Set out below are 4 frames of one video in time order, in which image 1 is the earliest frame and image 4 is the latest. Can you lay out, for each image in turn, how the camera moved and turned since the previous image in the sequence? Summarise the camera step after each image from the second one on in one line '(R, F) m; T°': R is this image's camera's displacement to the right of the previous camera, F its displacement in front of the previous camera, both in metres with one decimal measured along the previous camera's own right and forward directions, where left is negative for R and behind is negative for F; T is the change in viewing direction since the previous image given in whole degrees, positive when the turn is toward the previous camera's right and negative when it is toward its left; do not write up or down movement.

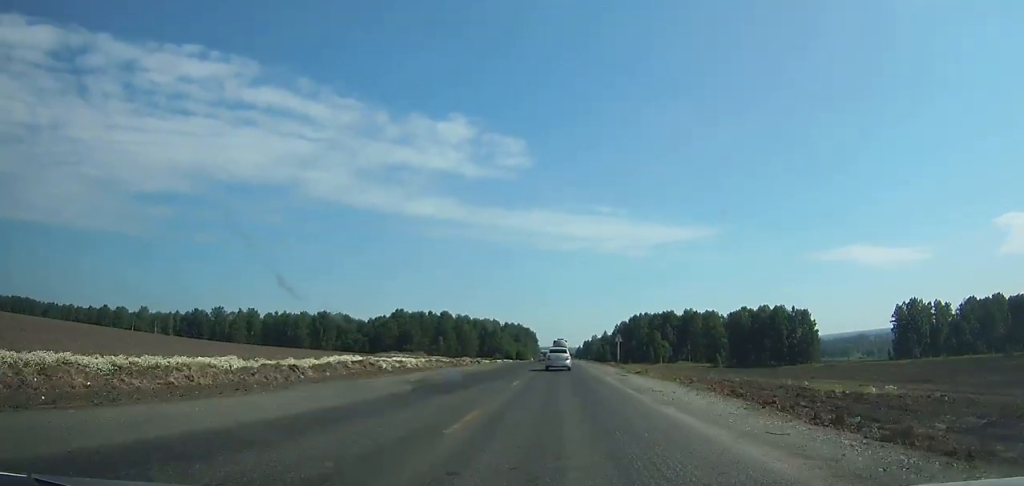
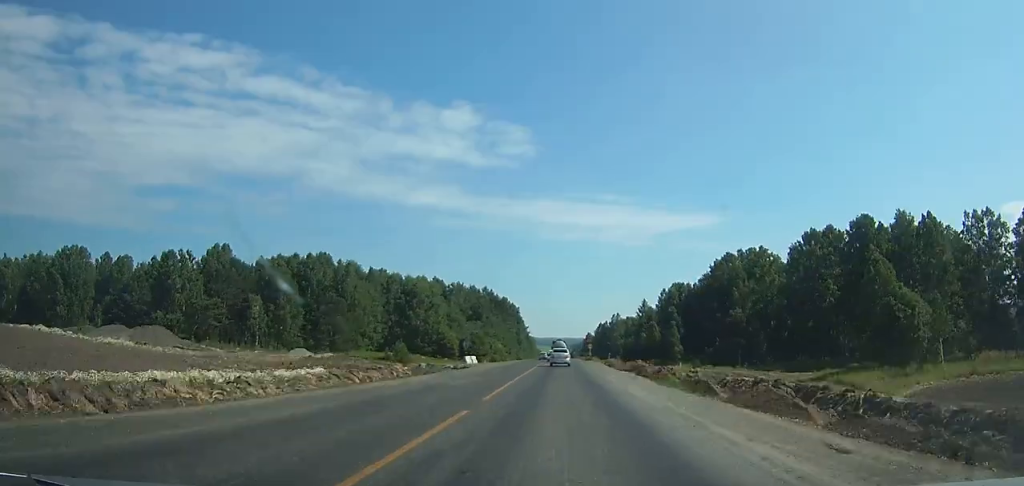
(-0.3, +165.3) m; 0°
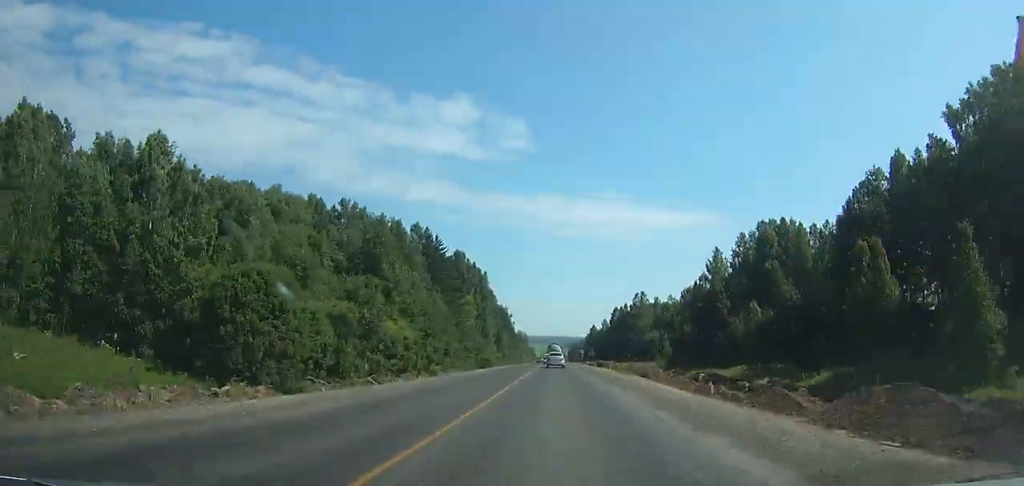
(0.0, +90.8) m; 0°
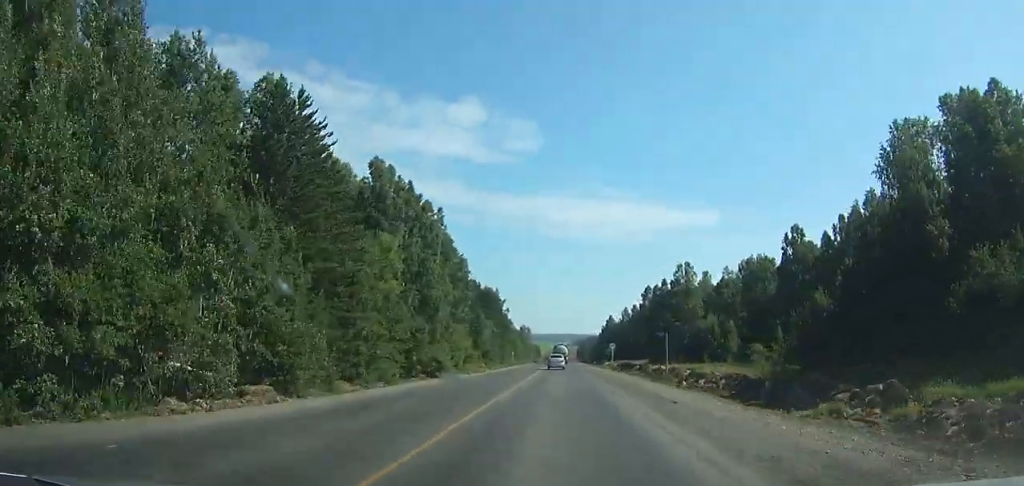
(0.0, +57.5) m; 0°
